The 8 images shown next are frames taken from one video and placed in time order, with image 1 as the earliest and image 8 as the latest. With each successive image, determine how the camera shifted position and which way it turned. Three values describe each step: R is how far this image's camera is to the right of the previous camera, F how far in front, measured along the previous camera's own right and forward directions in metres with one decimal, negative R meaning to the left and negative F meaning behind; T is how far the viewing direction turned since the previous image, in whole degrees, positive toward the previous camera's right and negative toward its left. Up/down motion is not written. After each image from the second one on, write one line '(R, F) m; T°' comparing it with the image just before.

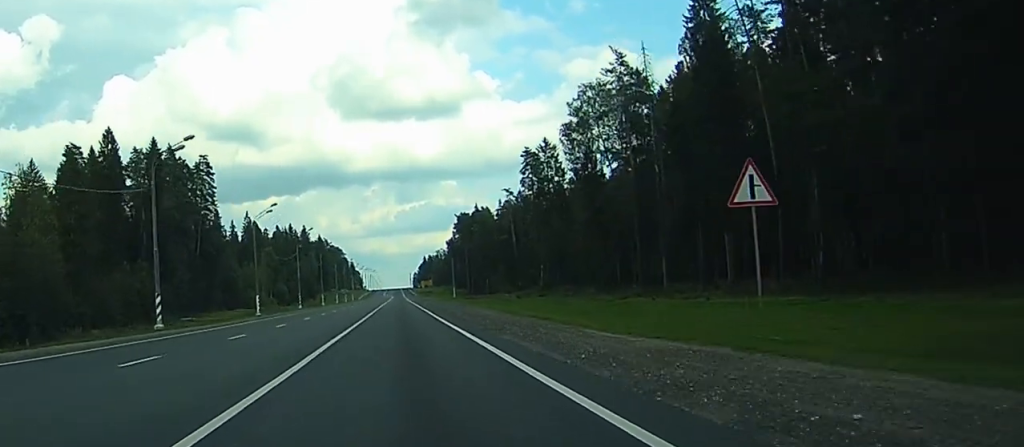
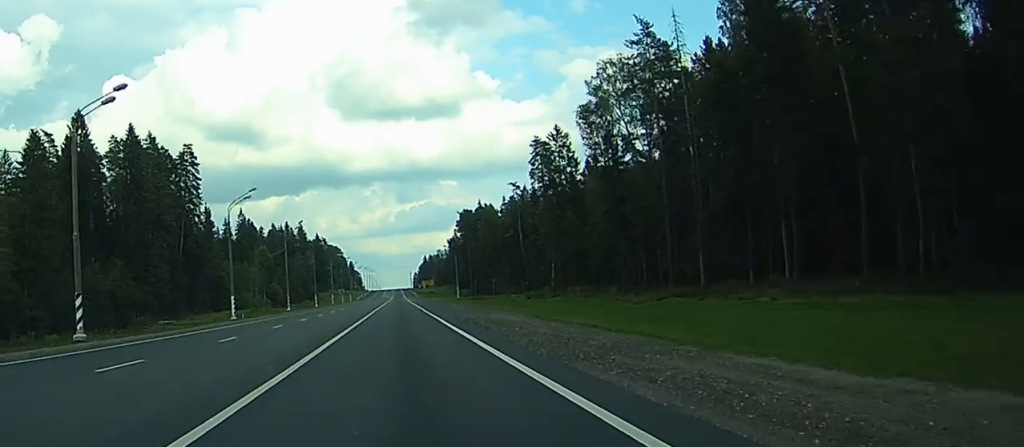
(0.0, +13.2) m; 0°
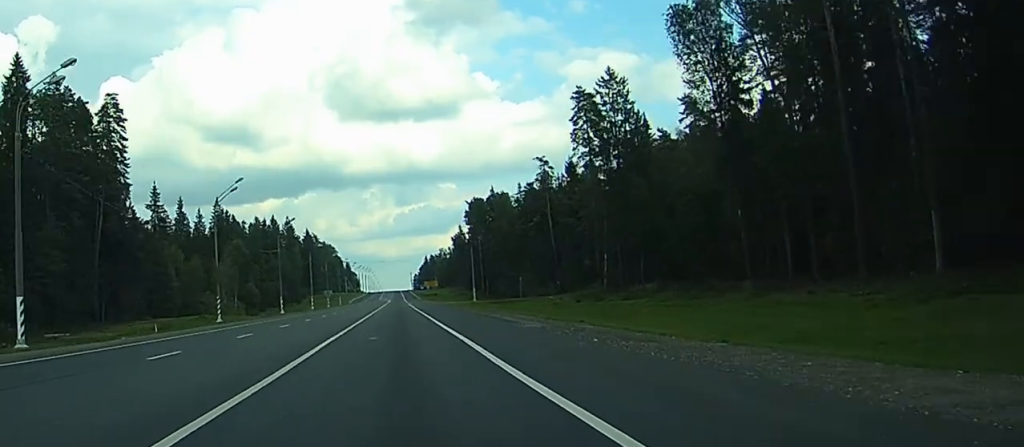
(+0.1, +43.3) m; 0°
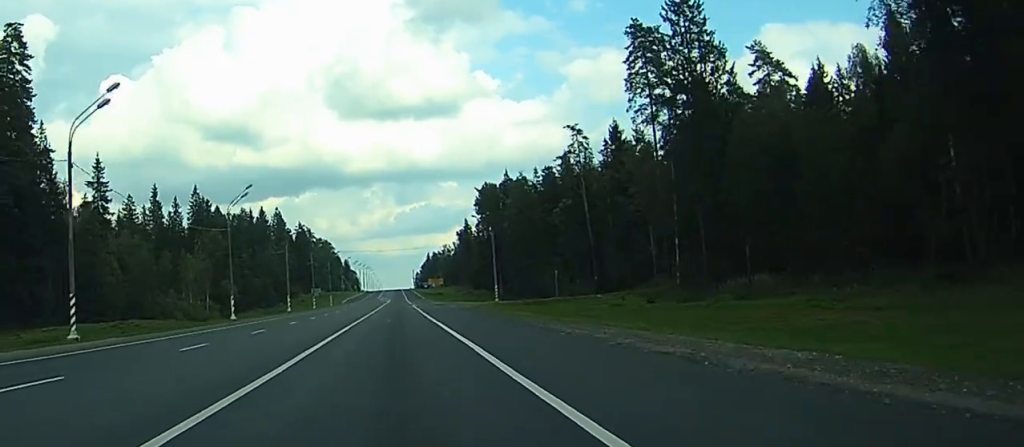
(0.0, +32.1) m; 0°
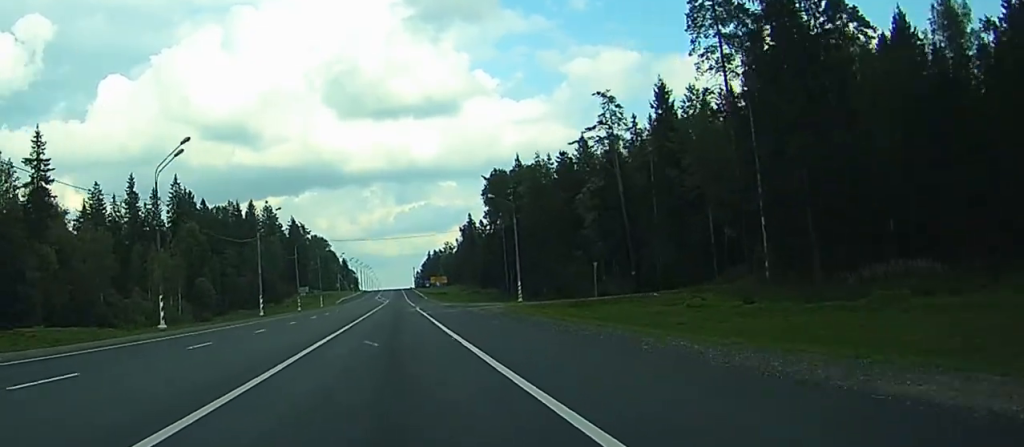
(0.0, +22.8) m; 0°
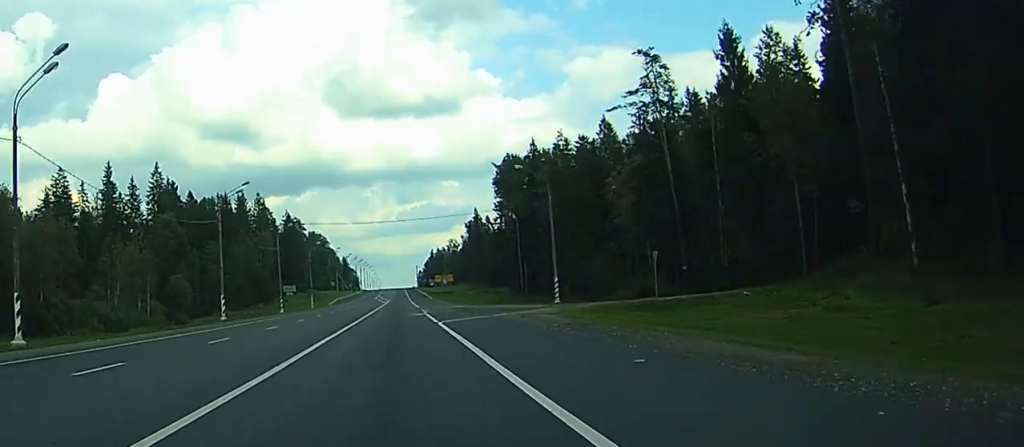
(0.0, +20.9) m; 0°
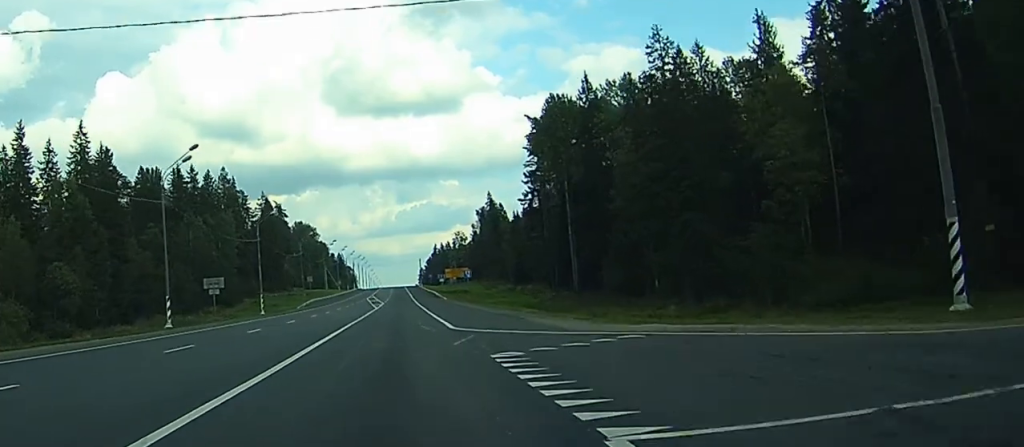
(+0.1, +53.4) m; 0°
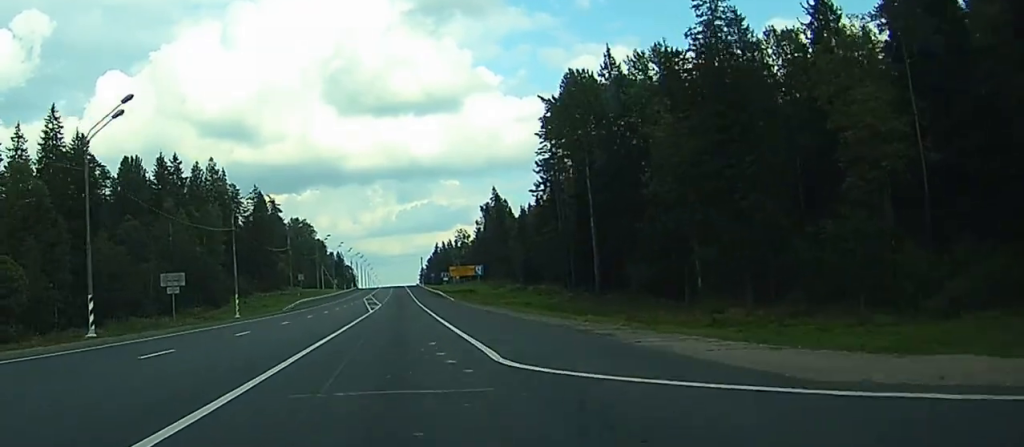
(0.0, +14.3) m; 0°
